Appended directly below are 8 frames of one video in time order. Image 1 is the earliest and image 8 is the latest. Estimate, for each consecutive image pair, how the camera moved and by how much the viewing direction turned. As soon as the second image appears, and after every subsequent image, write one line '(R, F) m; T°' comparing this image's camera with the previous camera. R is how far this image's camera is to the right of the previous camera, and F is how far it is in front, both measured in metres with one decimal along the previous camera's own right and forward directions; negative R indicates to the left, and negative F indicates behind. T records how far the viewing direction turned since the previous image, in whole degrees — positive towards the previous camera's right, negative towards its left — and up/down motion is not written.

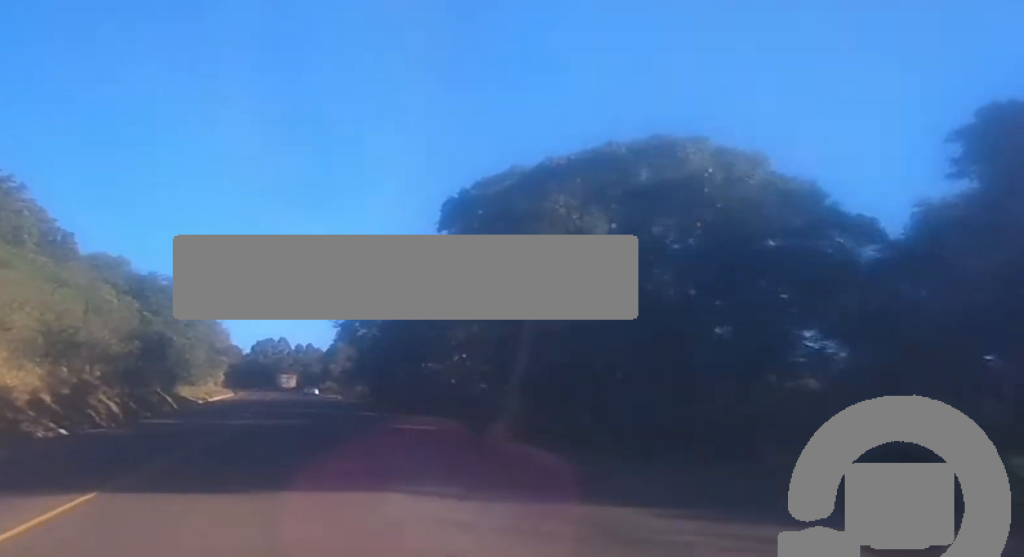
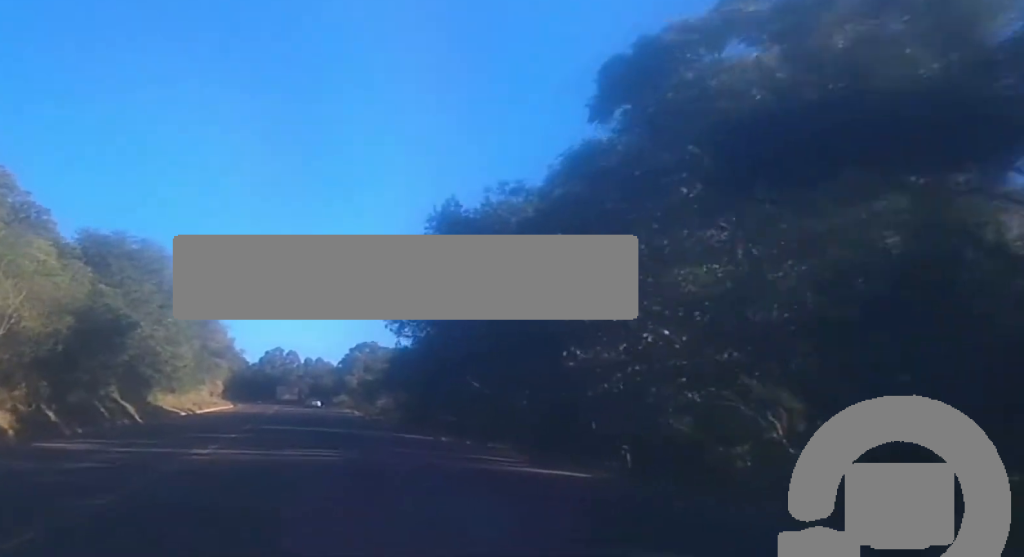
(0.0, +22.1) m; 0°
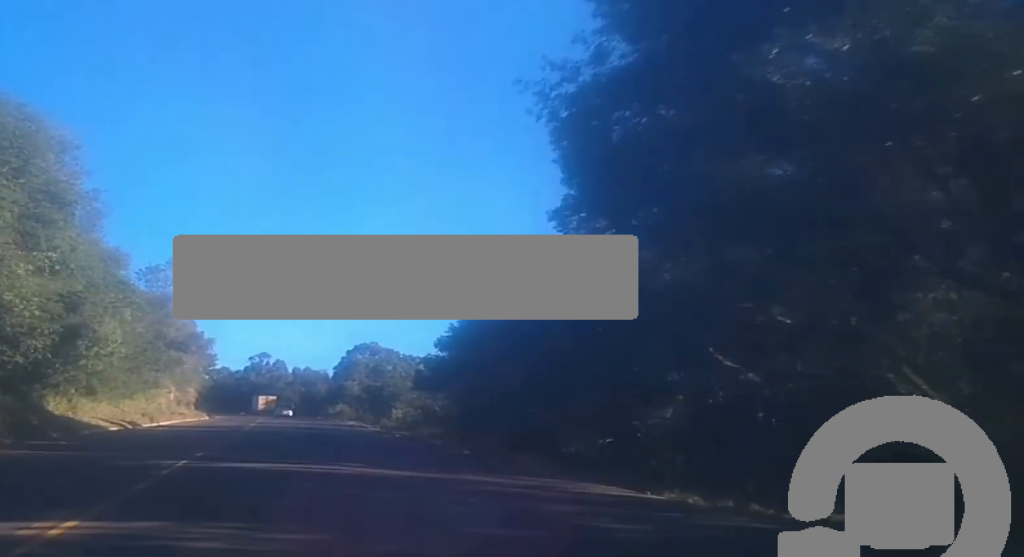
(-0.2, +35.4) m; -1°
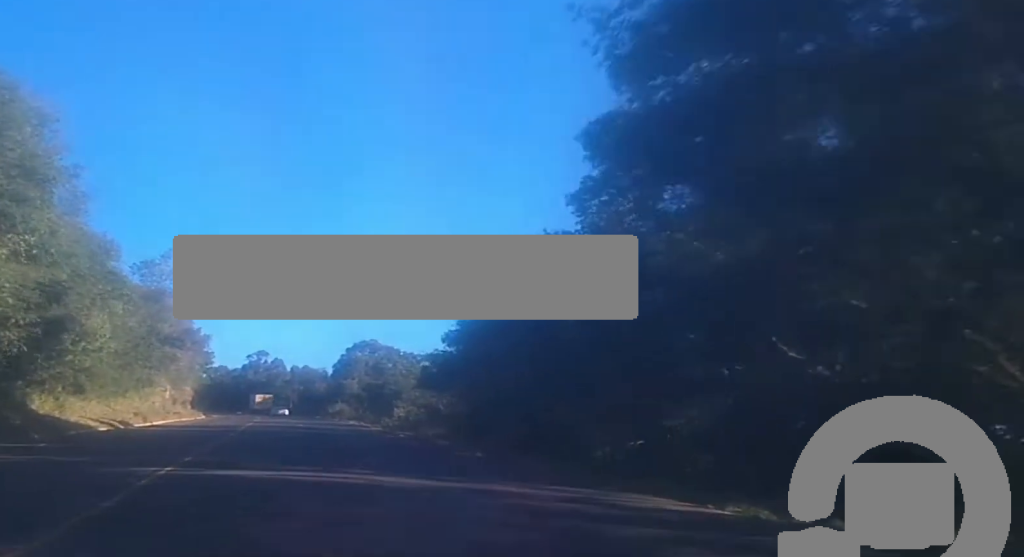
(-0.1, +18.3) m; 0°
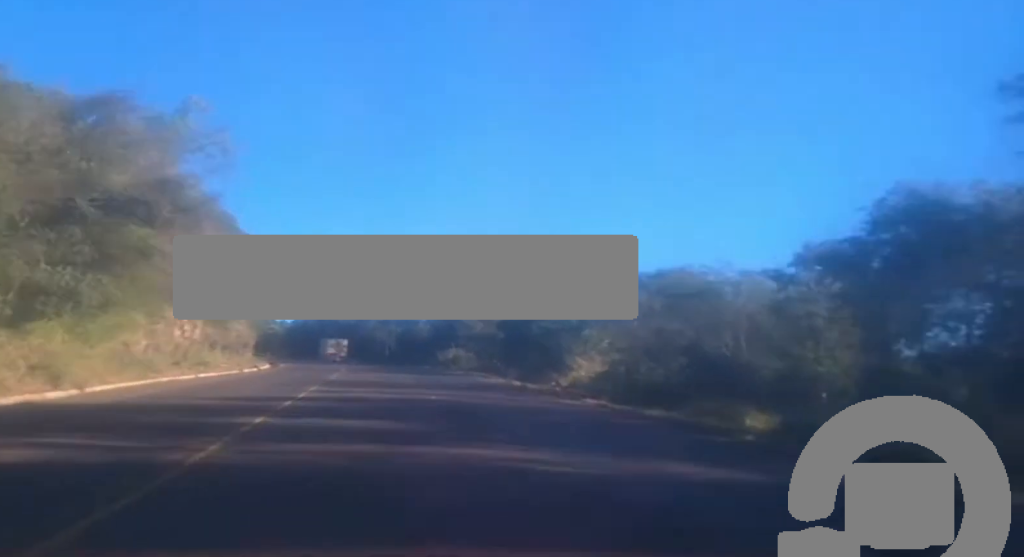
(+0.1, +15.7) m; 0°
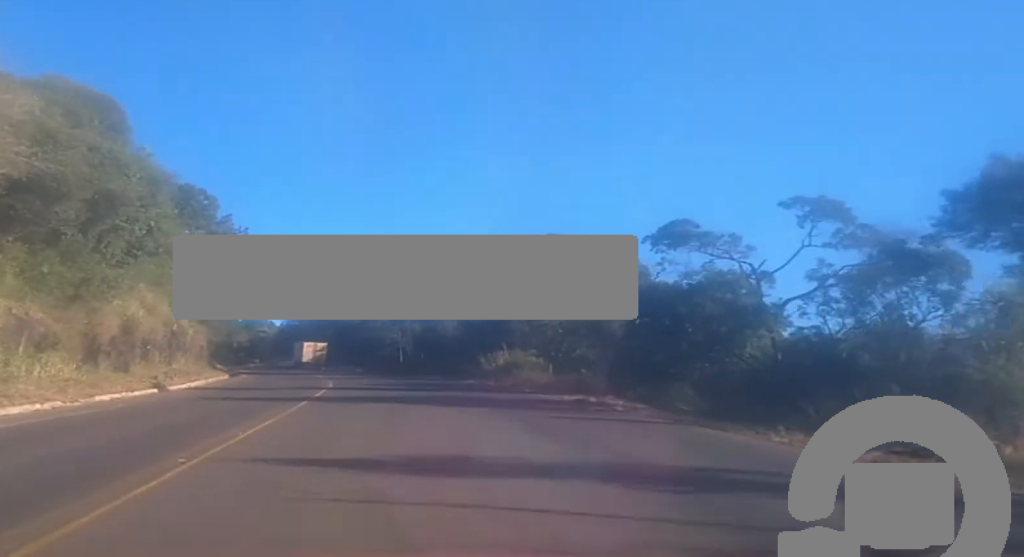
(+0.2, +37.8) m; 0°
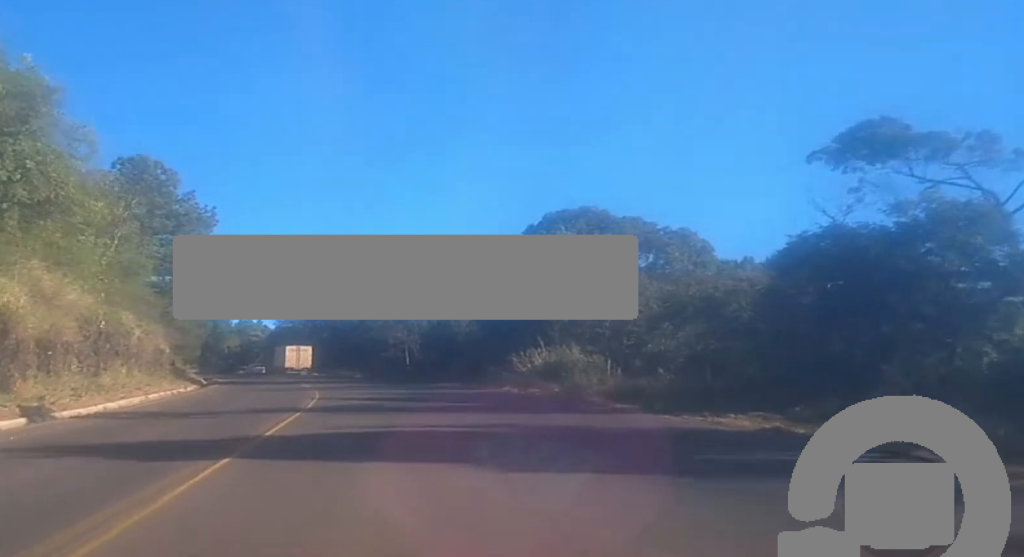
(+0.2, +15.0) m; 0°
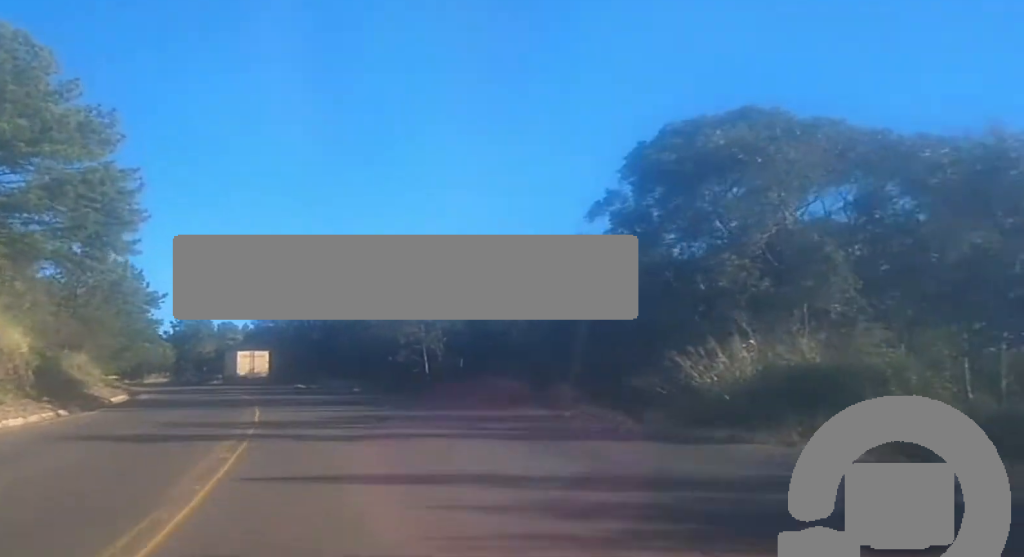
(-0.3, +27.5) m; -1°
